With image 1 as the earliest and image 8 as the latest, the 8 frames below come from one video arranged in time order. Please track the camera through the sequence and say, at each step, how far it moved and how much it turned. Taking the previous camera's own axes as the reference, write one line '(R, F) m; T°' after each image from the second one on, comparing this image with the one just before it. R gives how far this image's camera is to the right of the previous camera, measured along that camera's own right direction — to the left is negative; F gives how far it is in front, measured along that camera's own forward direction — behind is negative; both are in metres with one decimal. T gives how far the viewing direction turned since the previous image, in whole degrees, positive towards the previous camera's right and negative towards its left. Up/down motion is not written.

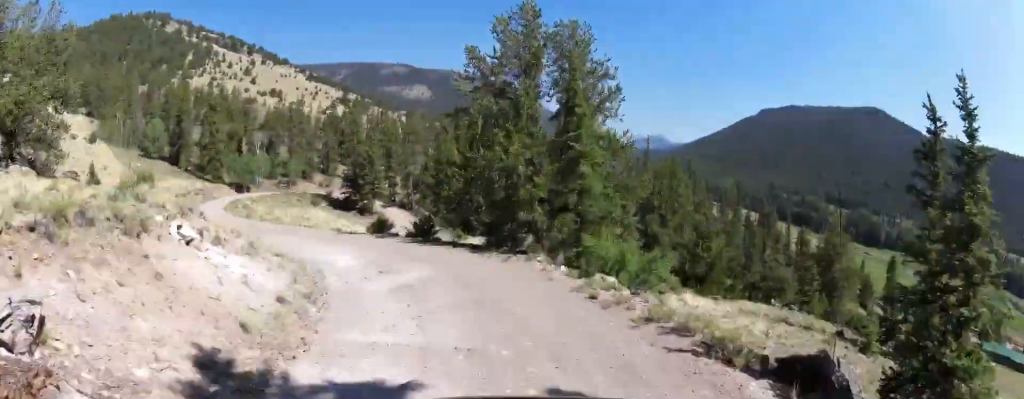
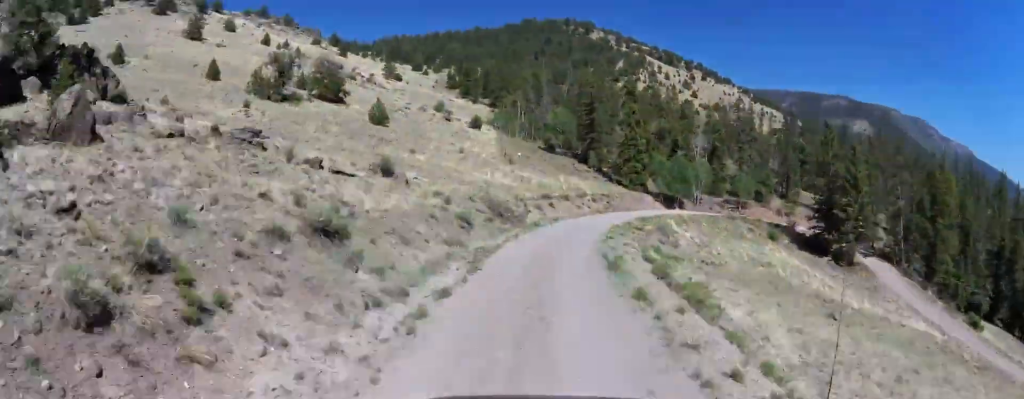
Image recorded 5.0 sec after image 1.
(-5.9, +31.4) m; -5°
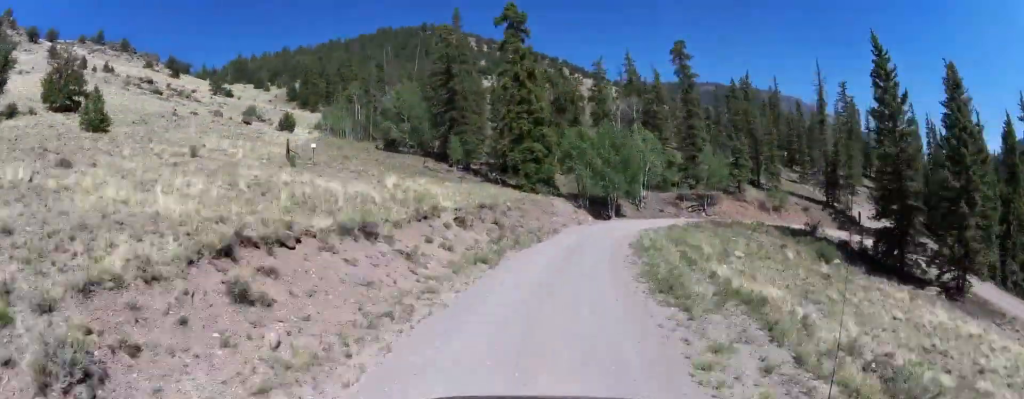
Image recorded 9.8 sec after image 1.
(-5.7, +29.8) m; +17°
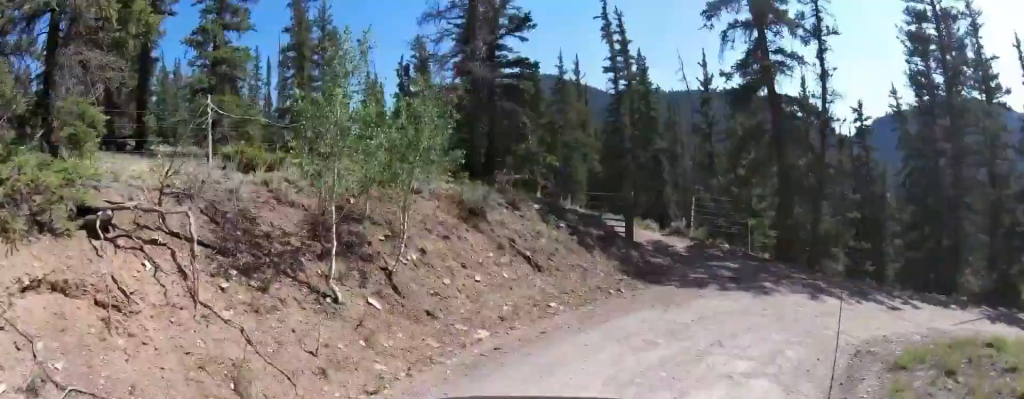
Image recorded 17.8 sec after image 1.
(+21.2, +16.8) m; +109°
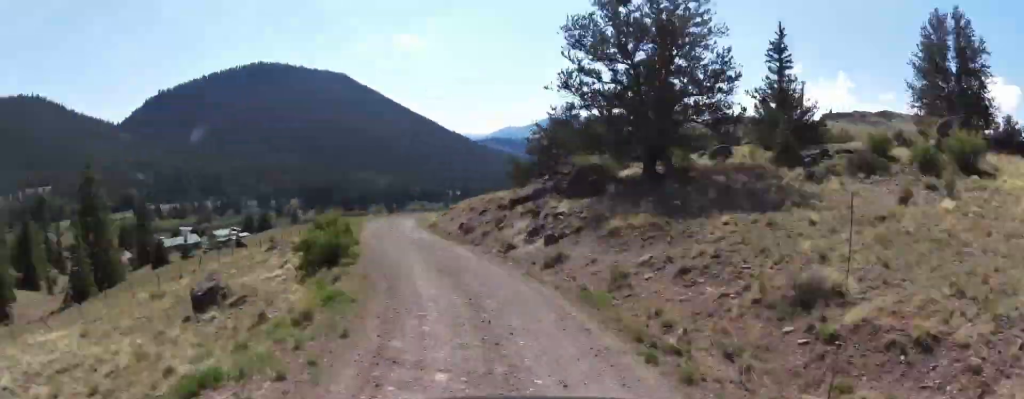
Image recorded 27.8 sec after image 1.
(+26.6, +56.5) m; +19°
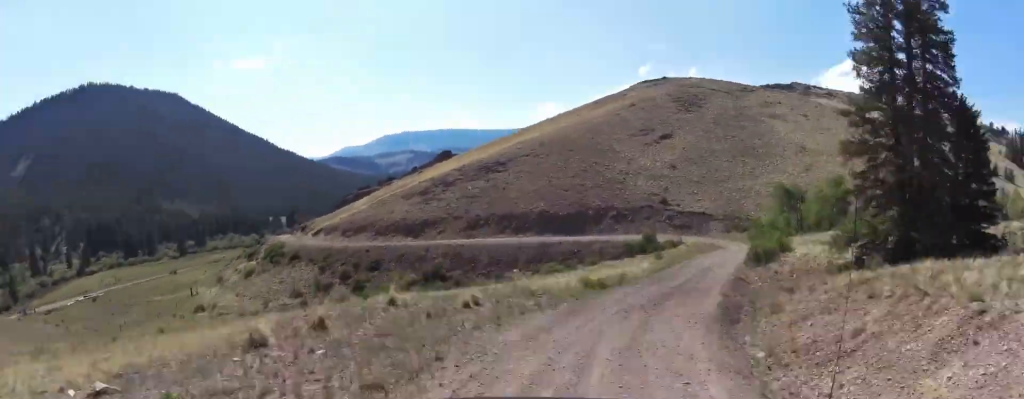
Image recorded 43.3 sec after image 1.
(+16.7, +96.0) m; +24°
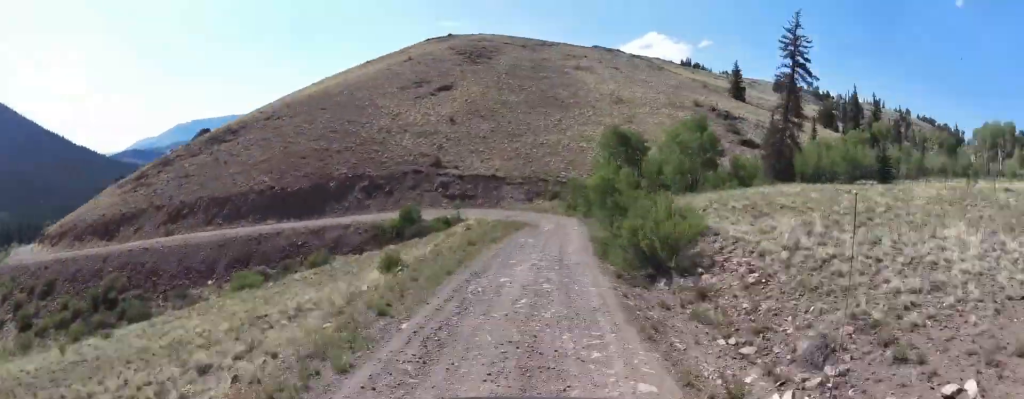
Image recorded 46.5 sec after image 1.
(+6.8, +19.5) m; -6°
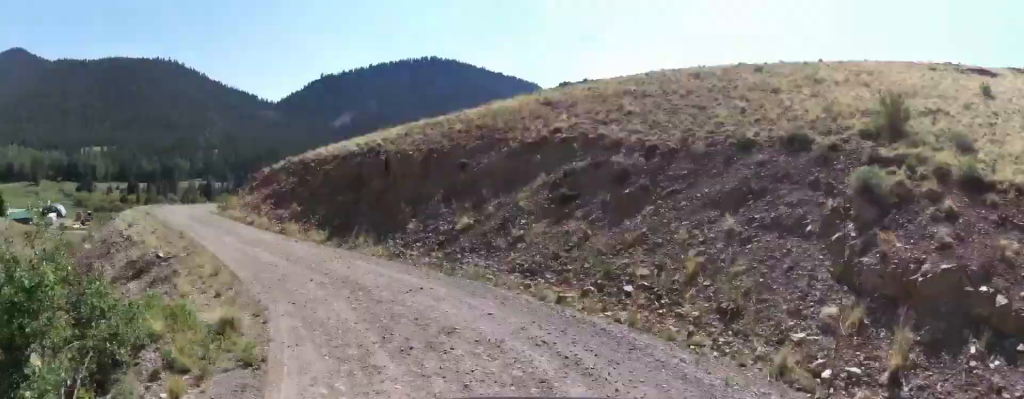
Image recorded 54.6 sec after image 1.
(-16.5, +32.4) m; -47°
